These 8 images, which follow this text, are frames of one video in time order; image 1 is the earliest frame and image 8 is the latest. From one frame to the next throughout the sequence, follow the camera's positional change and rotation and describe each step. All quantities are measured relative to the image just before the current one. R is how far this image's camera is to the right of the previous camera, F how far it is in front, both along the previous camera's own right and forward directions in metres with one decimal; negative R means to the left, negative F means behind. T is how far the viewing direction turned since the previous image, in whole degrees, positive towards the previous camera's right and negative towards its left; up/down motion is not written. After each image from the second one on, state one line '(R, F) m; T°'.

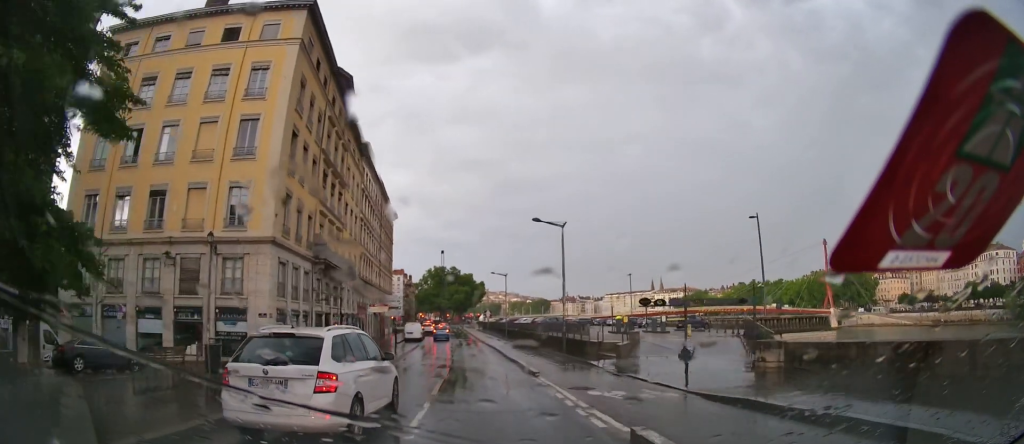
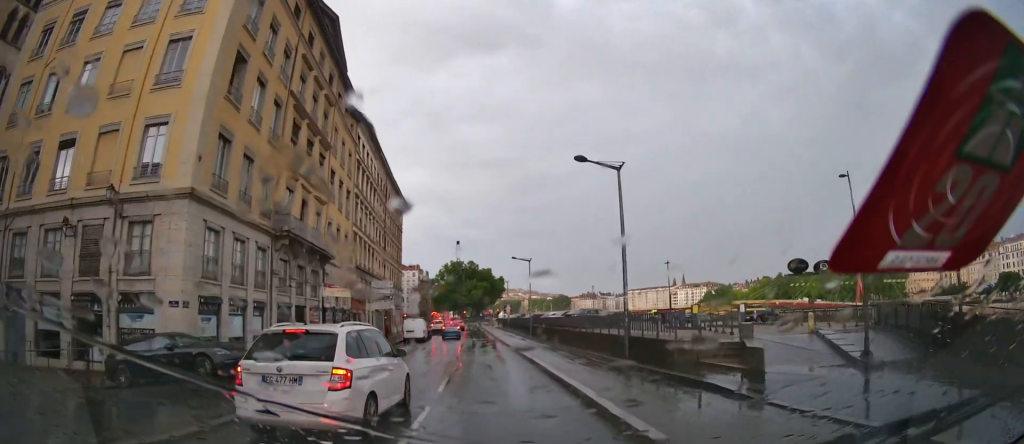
(0.0, +8.6) m; -1°
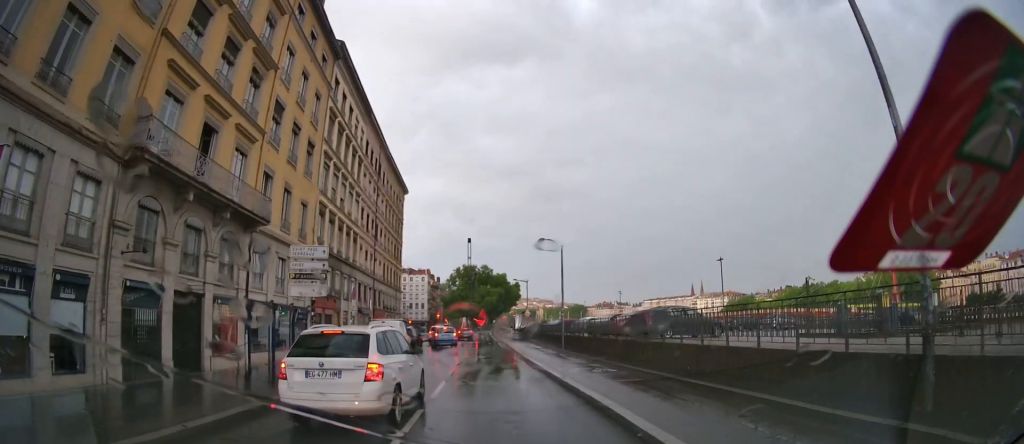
(-0.5, +13.3) m; -5°
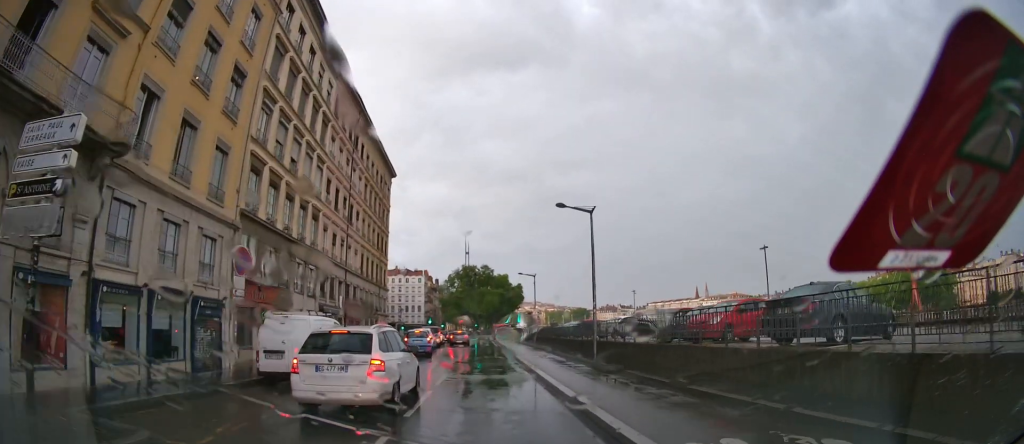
(-0.1, +10.9) m; 0°
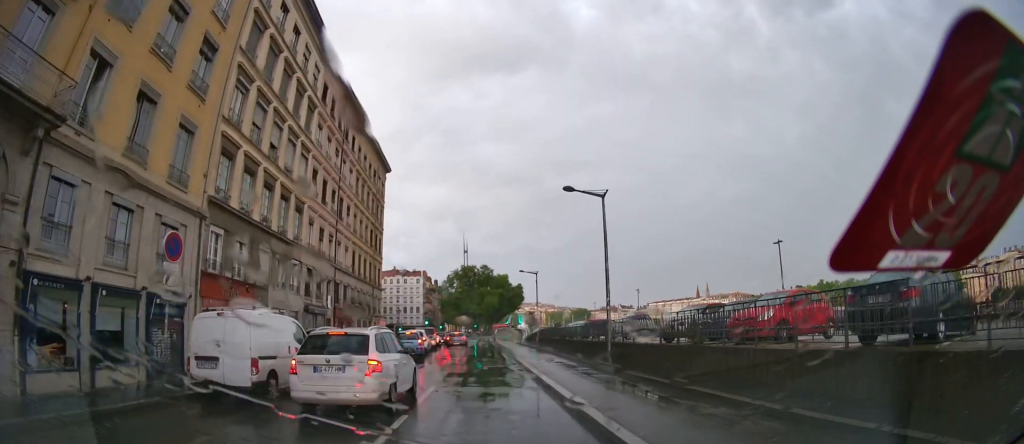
(0.0, +2.9) m; +1°
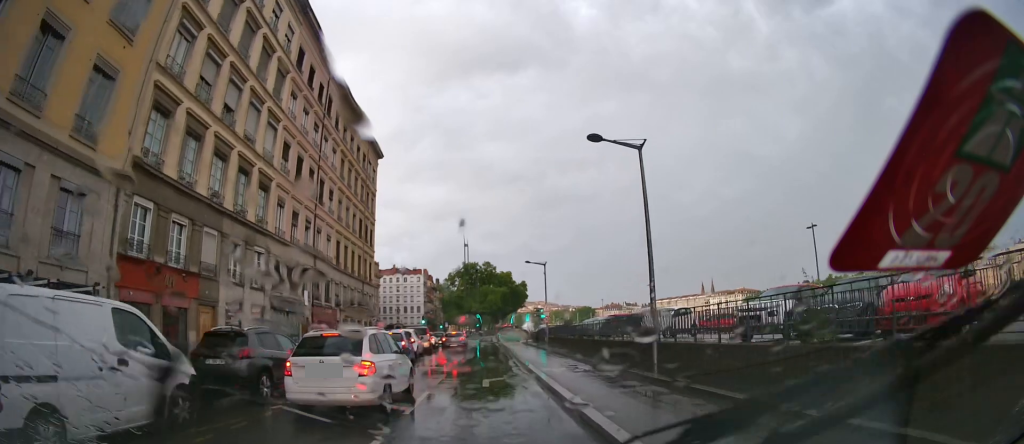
(+0.1, +5.2) m; +2°
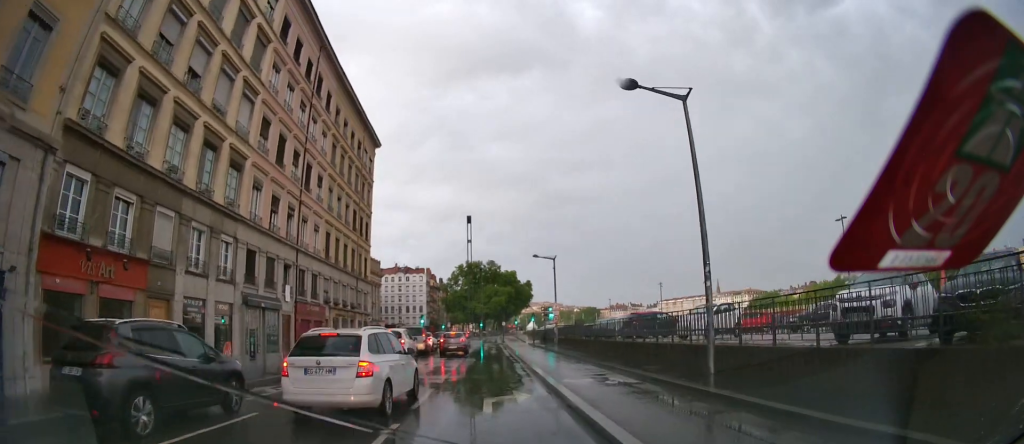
(0.0, +3.7) m; 0°
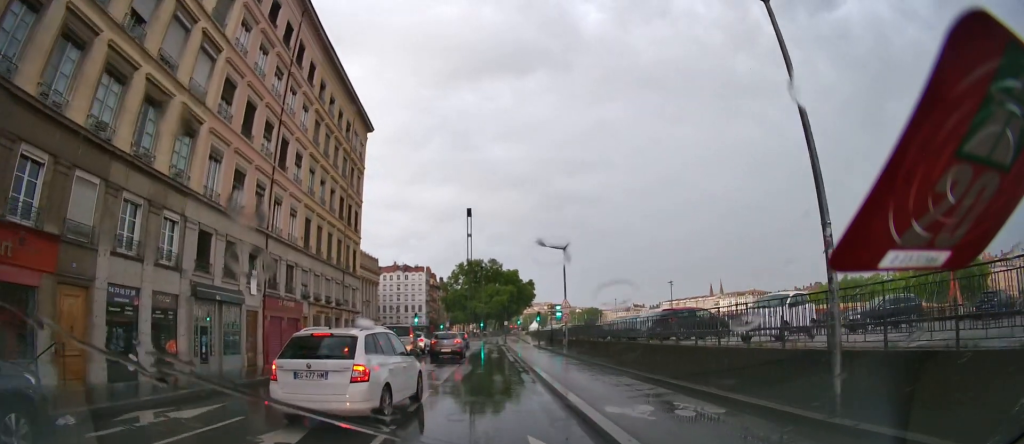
(0.0, +4.6) m; 0°
